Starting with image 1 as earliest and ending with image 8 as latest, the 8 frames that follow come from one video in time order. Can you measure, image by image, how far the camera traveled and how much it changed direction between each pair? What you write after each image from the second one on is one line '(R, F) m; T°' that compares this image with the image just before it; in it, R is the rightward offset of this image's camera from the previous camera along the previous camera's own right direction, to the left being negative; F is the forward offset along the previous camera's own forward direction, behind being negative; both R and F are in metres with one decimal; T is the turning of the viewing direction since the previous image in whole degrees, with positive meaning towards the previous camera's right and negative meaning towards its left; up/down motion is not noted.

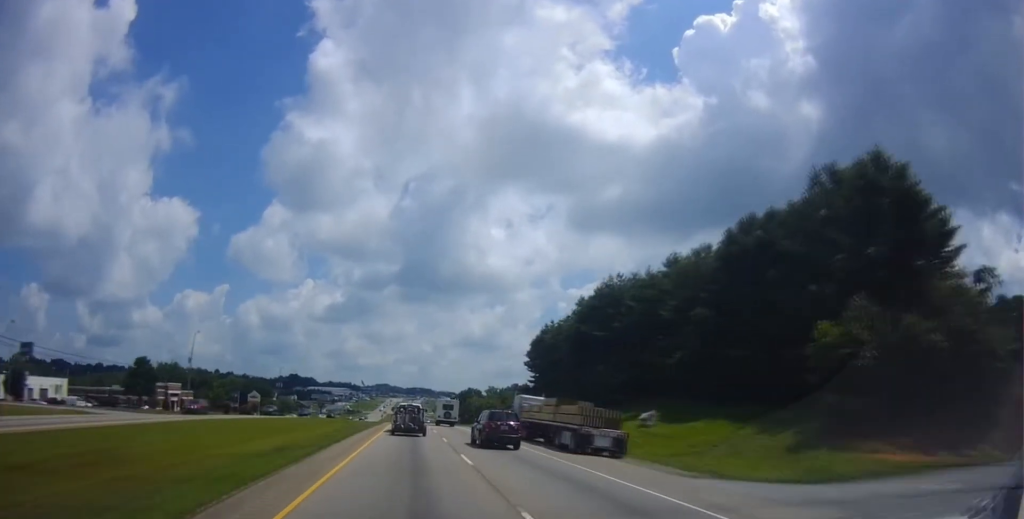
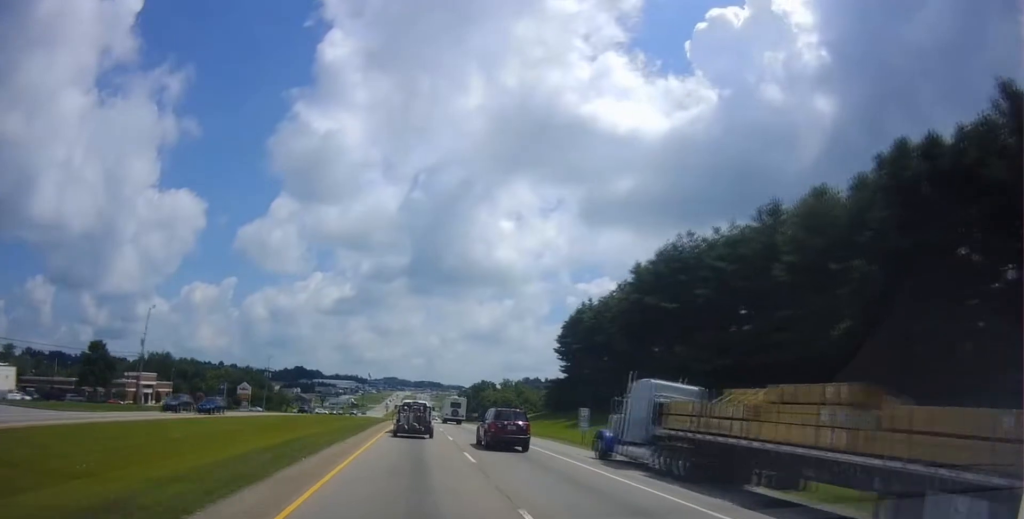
(+0.3, +22.5) m; +1°
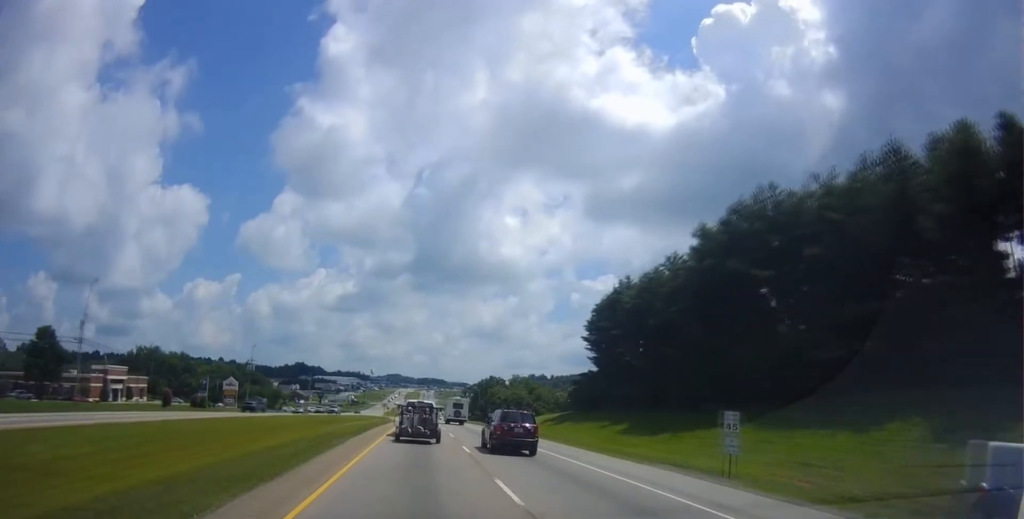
(0.0, +18.6) m; 0°
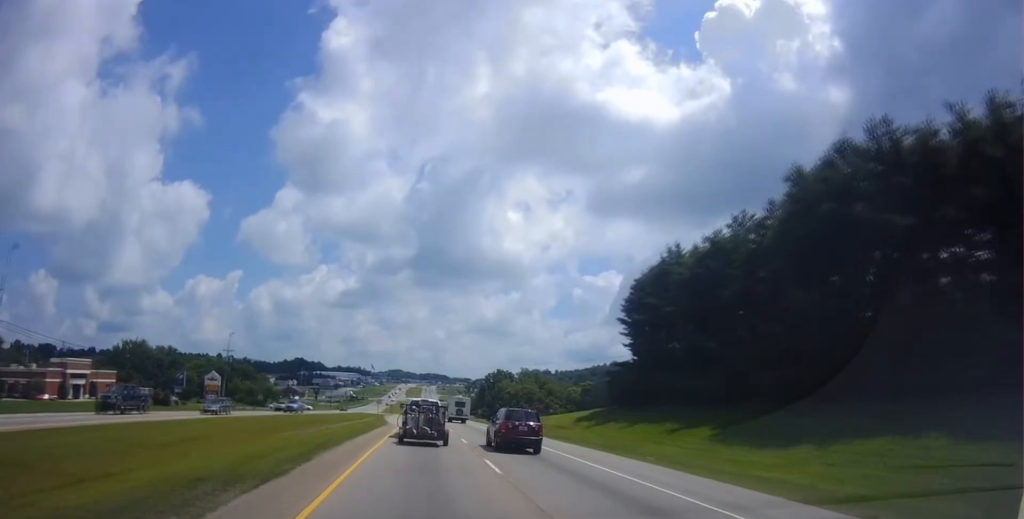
(-0.1, +18.9) m; -1°
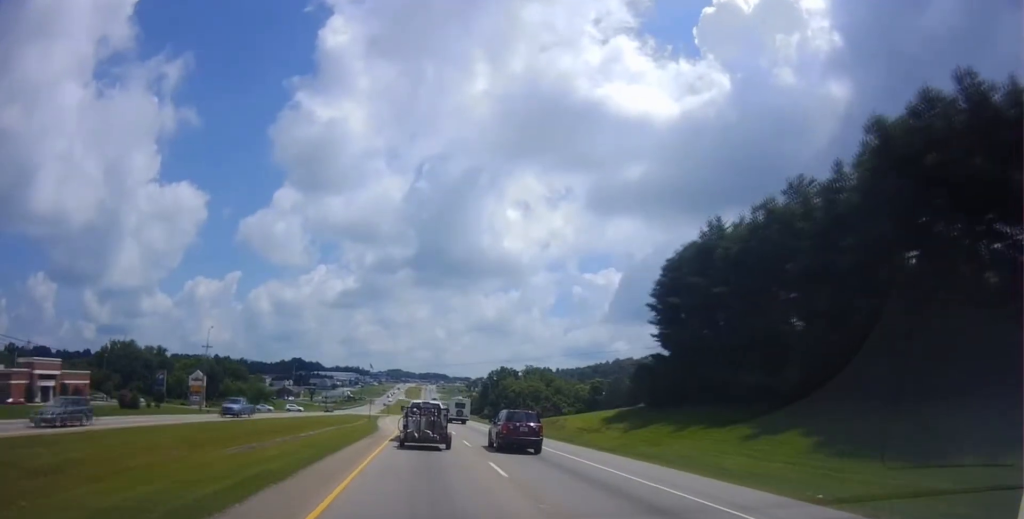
(-0.2, +12.6) m; 0°
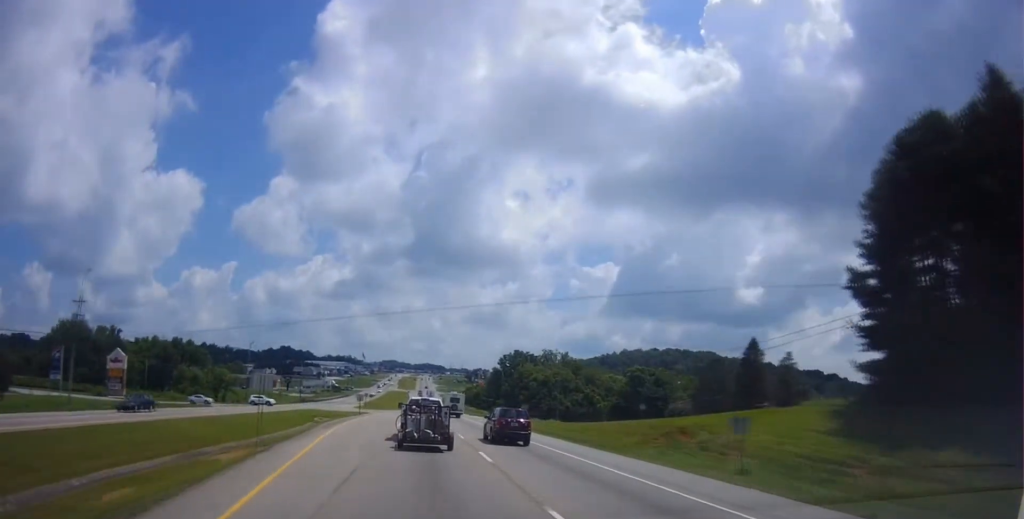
(+0.4, +45.2) m; +2°
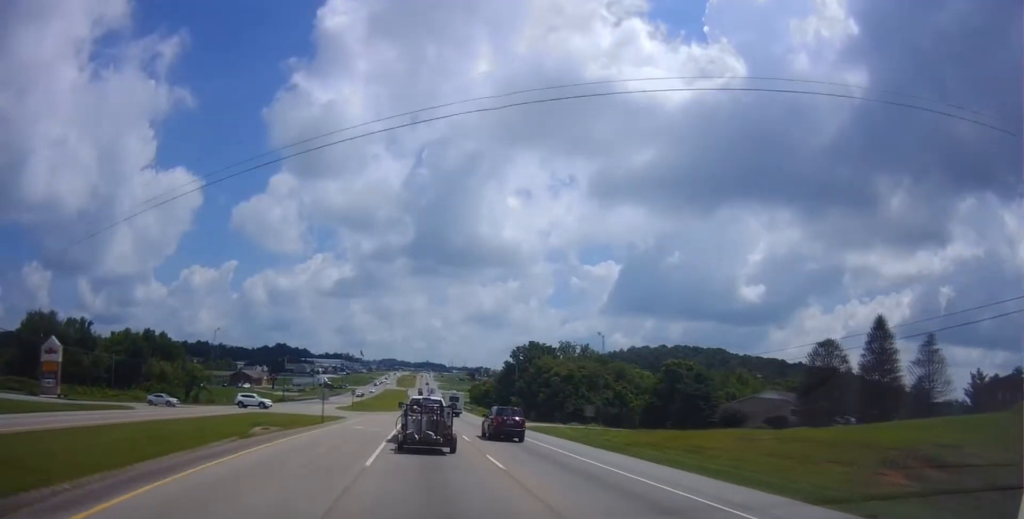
(+0.2, +24.1) m; 0°
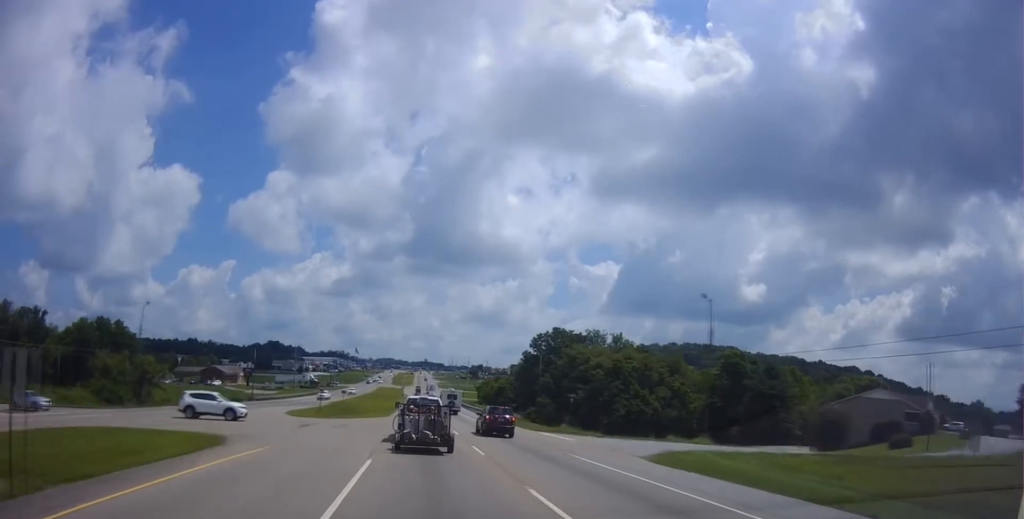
(-0.2, +31.0) m; -1°
